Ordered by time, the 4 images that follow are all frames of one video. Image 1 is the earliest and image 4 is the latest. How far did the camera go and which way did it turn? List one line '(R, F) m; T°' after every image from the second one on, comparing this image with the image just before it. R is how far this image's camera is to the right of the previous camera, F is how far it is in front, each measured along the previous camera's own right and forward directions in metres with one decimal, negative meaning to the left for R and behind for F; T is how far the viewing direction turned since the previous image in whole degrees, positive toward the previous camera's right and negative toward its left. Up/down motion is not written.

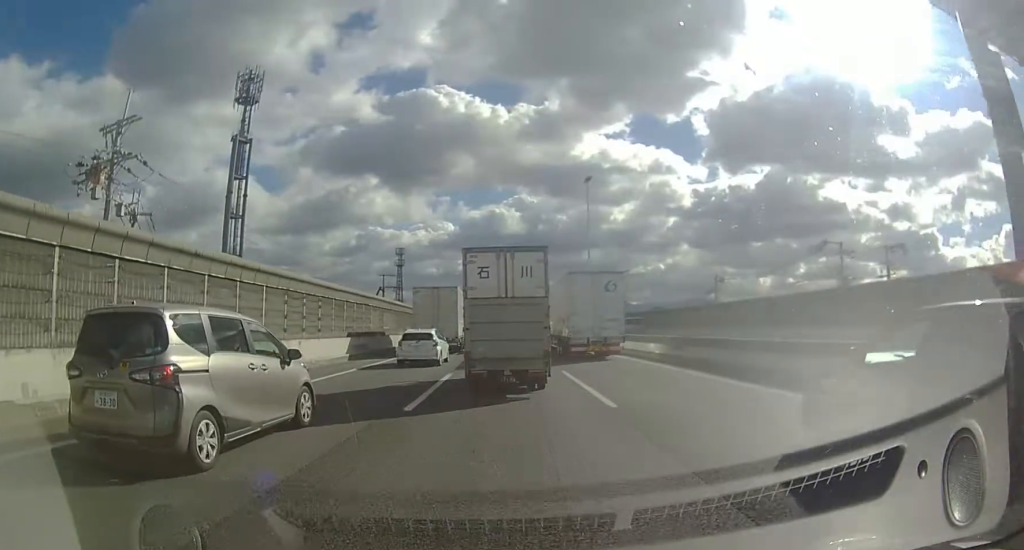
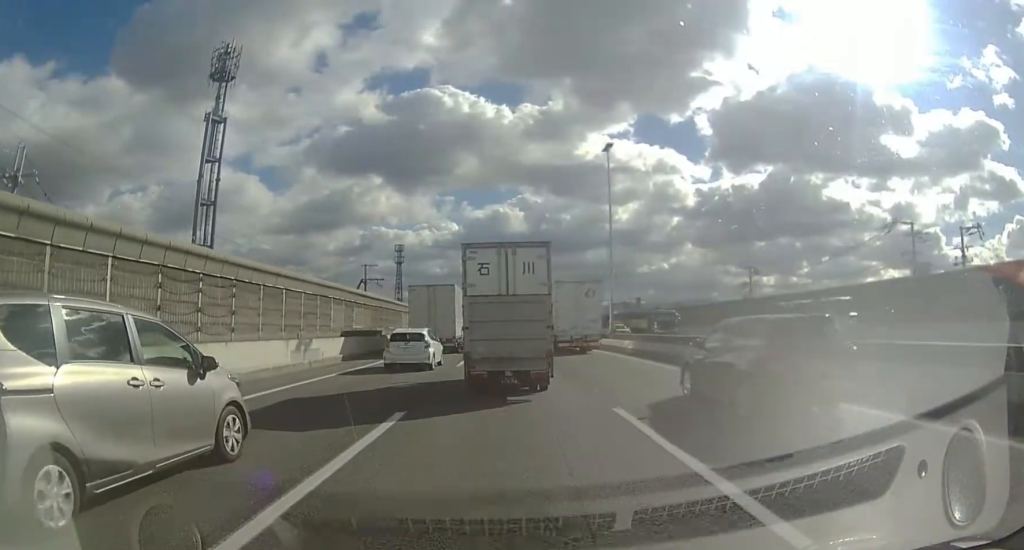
(0.0, +8.5) m; 0°
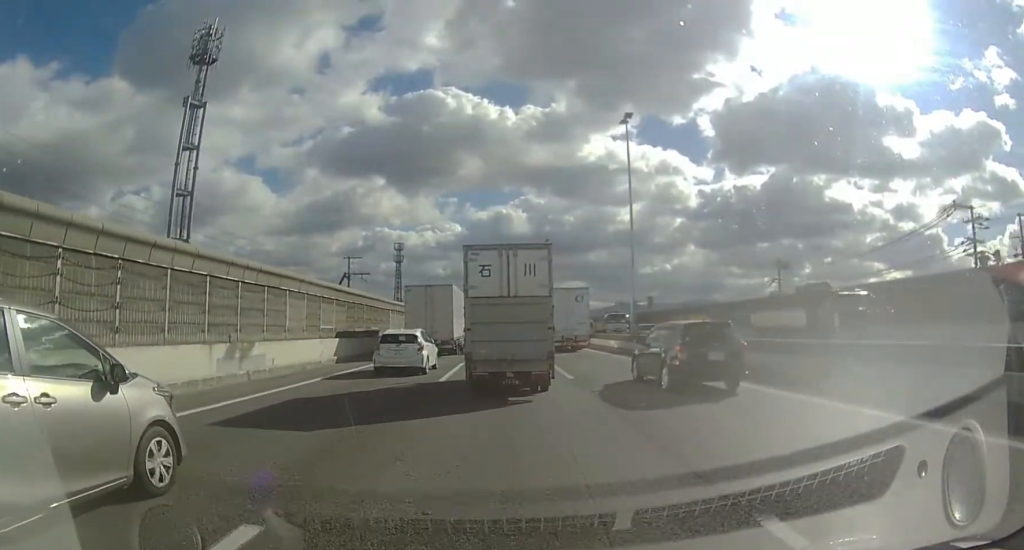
(0.0, +5.9) m; -1°
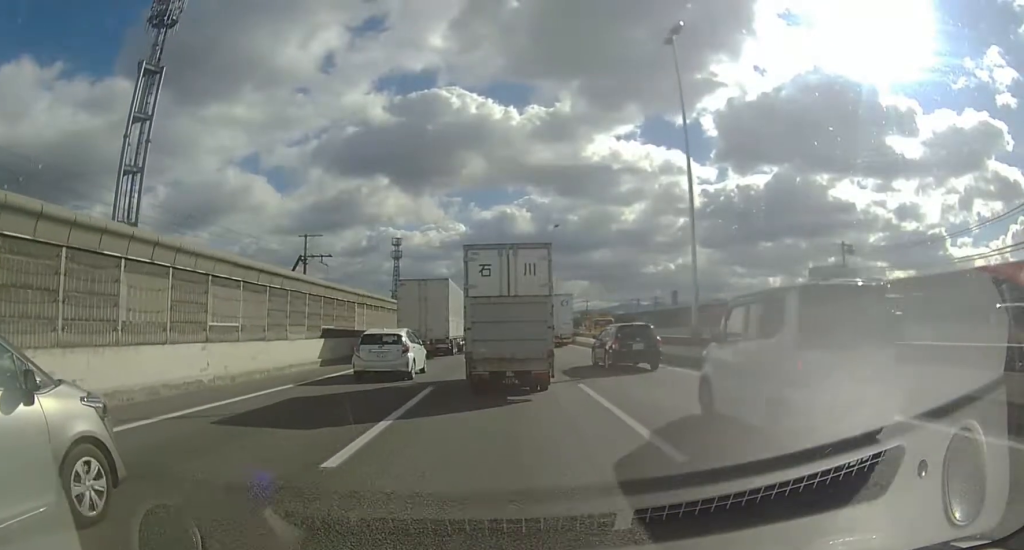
(-0.1, +9.9) m; -1°
